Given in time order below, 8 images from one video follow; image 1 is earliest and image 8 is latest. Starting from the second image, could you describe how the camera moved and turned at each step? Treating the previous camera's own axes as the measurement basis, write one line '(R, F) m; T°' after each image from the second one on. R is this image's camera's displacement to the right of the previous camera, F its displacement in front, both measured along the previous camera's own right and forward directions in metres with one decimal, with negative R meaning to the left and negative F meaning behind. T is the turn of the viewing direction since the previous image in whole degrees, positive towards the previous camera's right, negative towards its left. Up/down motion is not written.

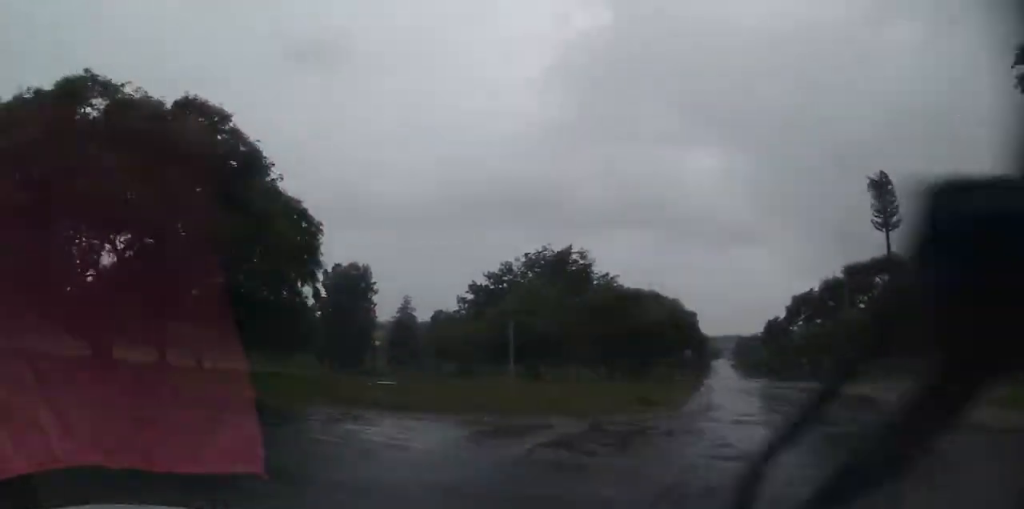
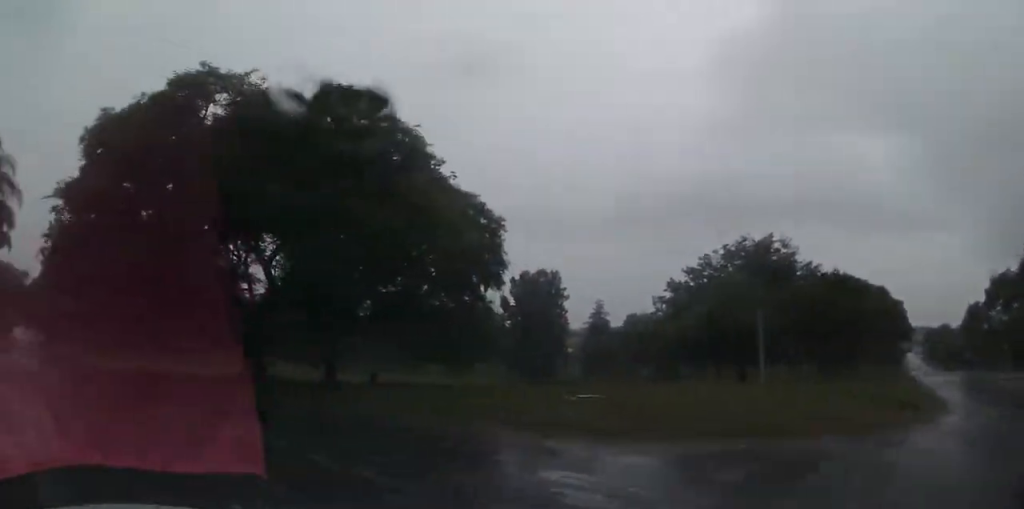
(-1.3, +4.4) m; -16°
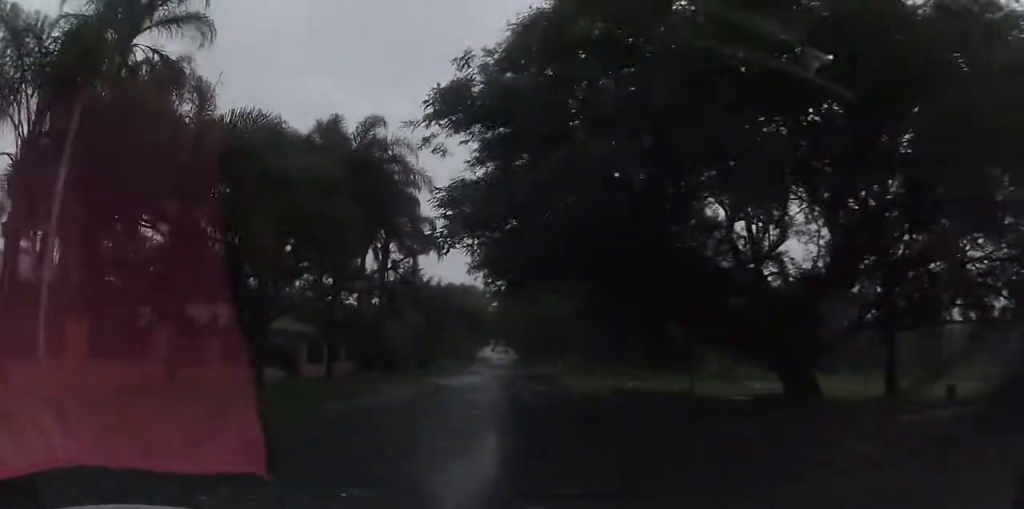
(-3.2, +11.2) m; -45°
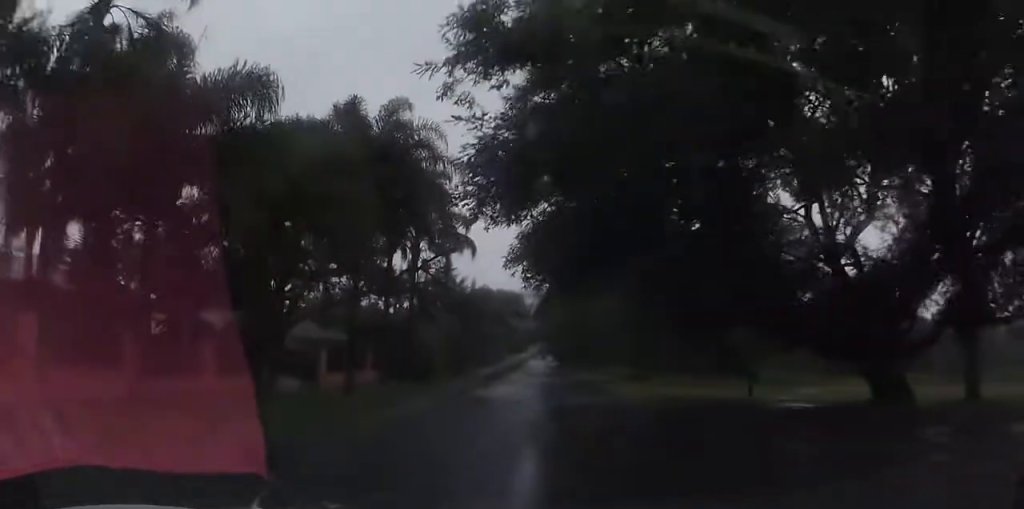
(-0.6, +2.6) m; -11°
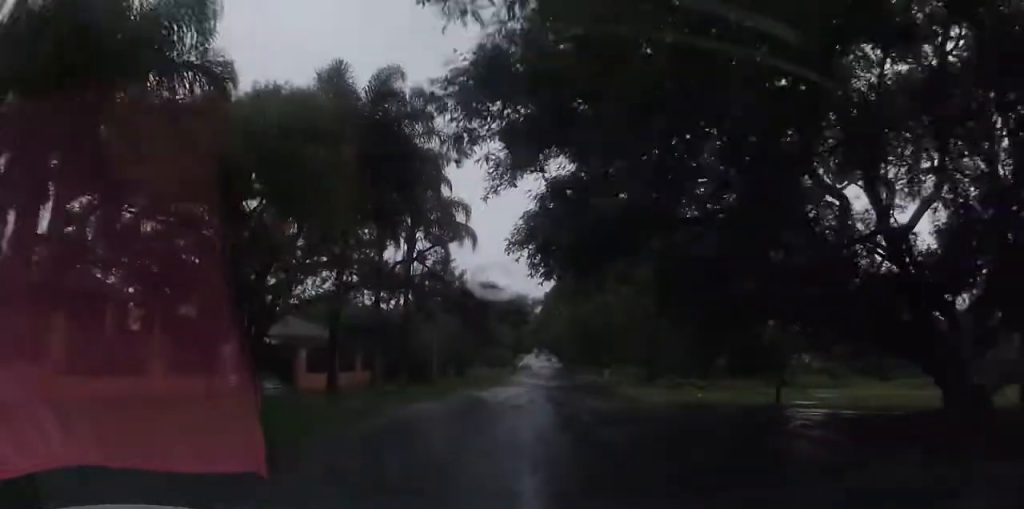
(-0.9, +2.5) m; -7°
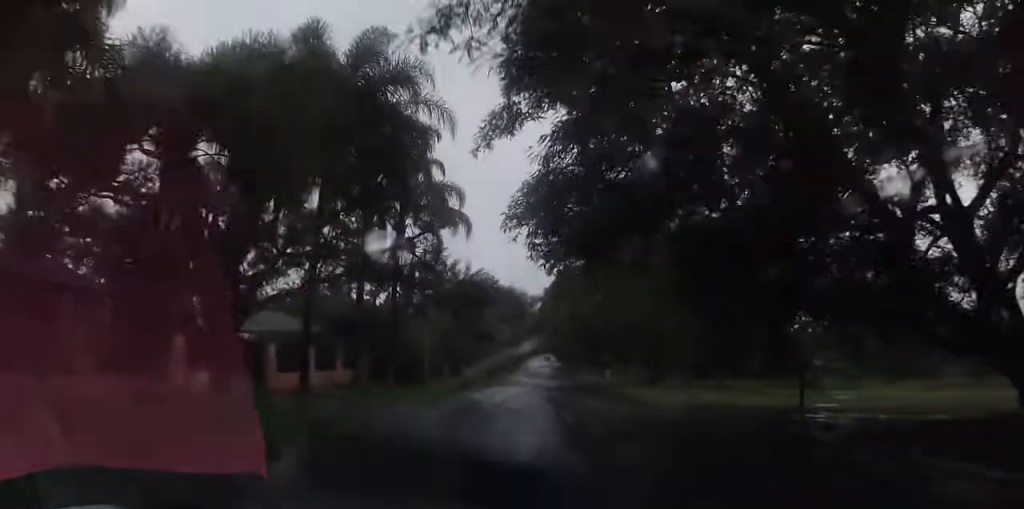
(0.0, +2.4) m; -1°
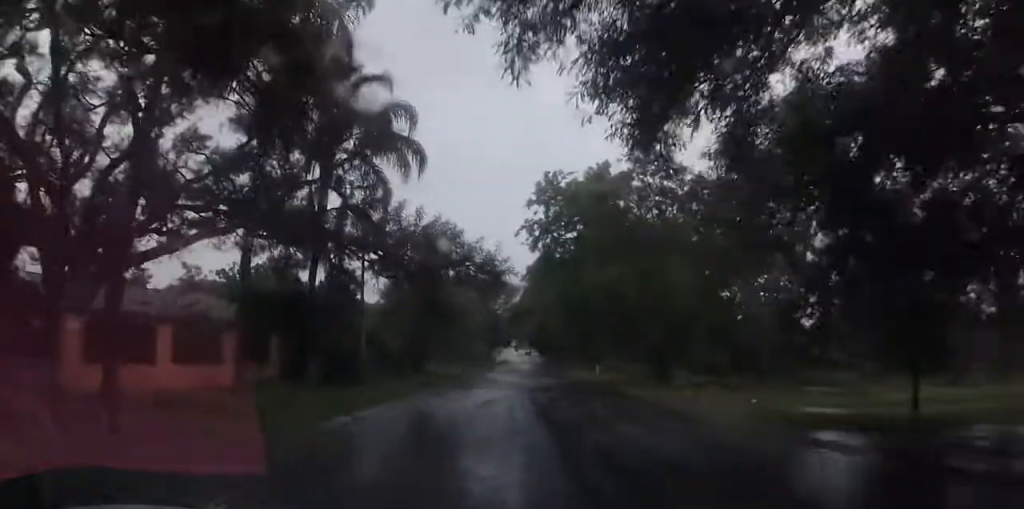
(+0.4, +8.5) m; +3°
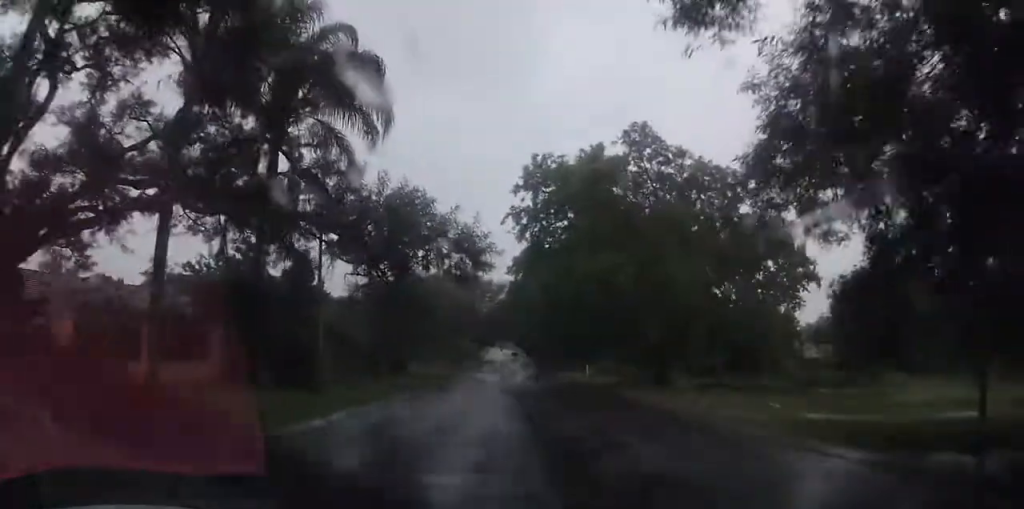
(0.0, +3.5) m; +1°
